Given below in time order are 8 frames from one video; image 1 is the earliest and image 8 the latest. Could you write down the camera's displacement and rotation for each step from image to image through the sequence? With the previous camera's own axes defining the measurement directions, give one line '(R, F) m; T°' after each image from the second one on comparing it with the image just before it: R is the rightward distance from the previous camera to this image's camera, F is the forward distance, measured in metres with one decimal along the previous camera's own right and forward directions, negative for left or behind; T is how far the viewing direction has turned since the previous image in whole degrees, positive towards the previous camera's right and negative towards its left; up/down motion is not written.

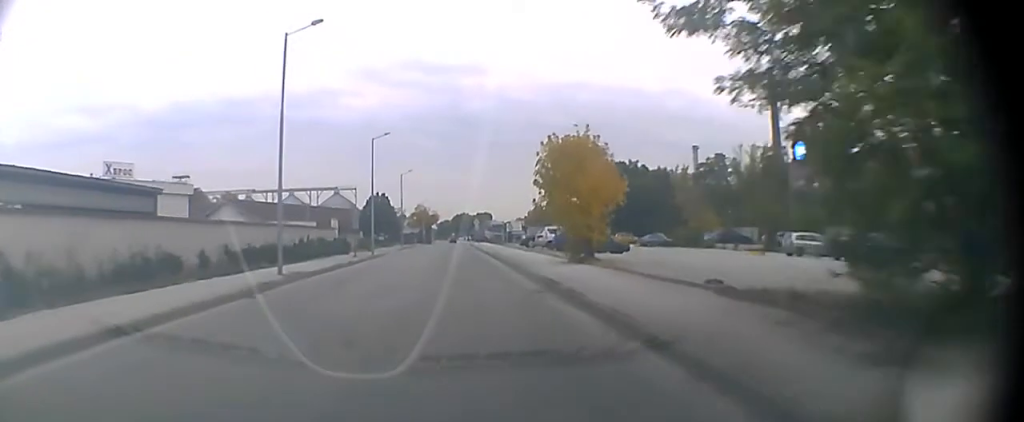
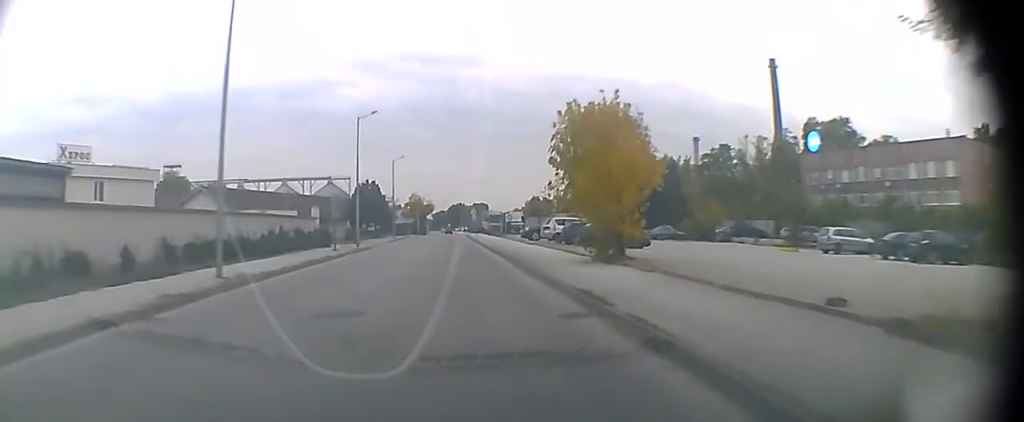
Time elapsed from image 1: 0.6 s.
(+0.1, +4.9) m; +1°
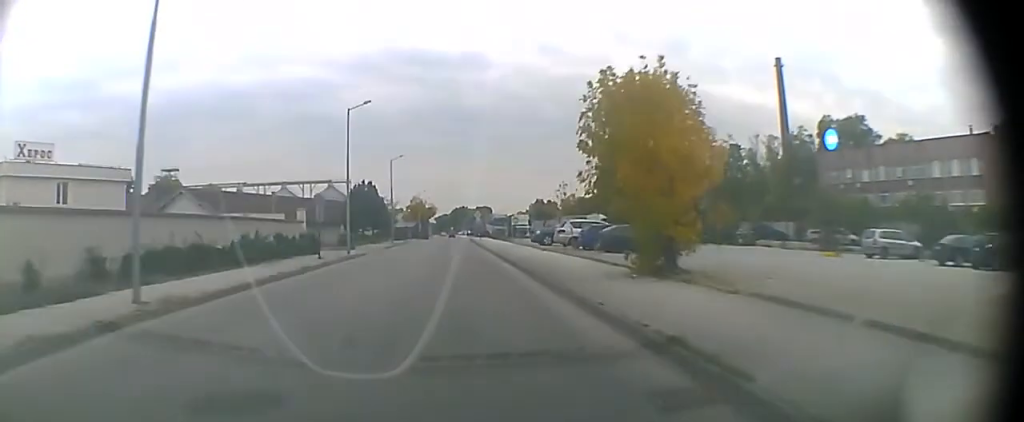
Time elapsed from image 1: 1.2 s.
(0.0, +5.1) m; 0°
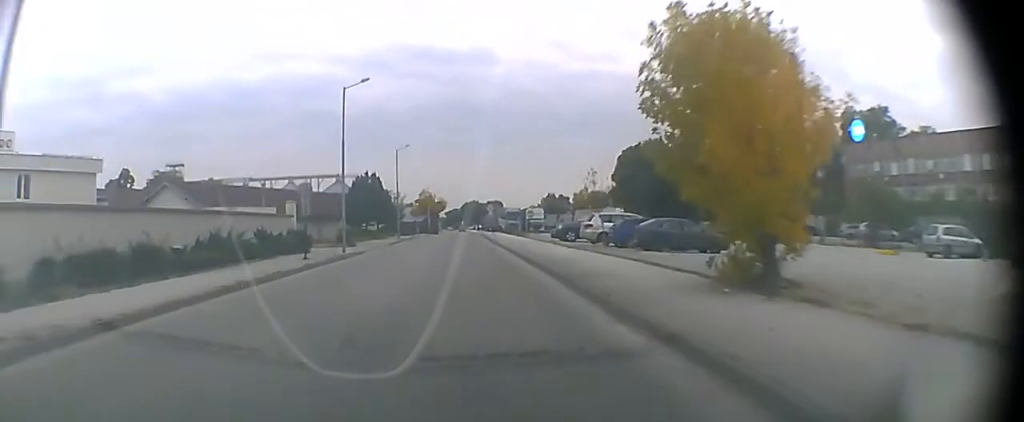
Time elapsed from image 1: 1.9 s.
(0.0, +5.9) m; 0°
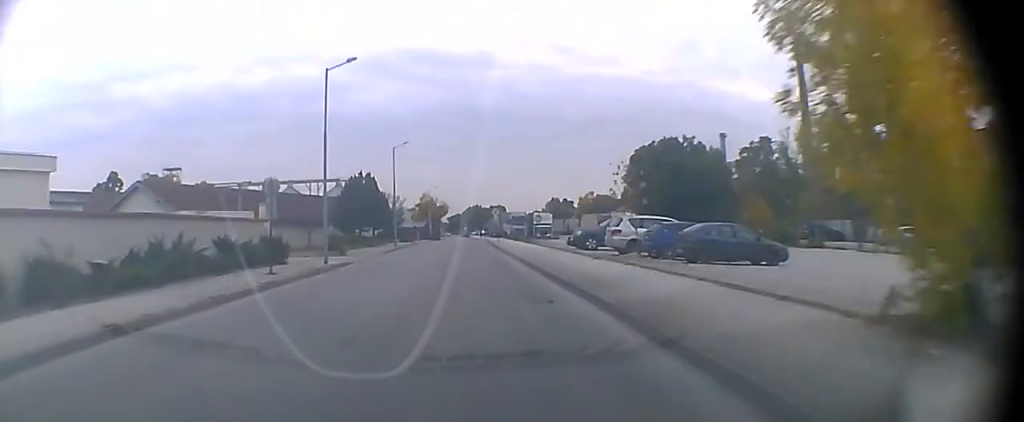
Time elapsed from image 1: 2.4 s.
(0.0, +5.0) m; 0°
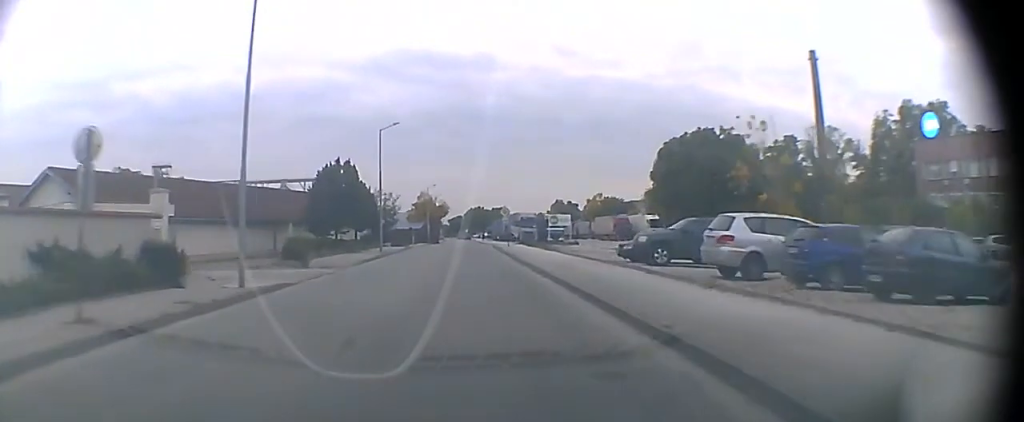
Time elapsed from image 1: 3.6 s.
(-0.1, +11.9) m; 0°
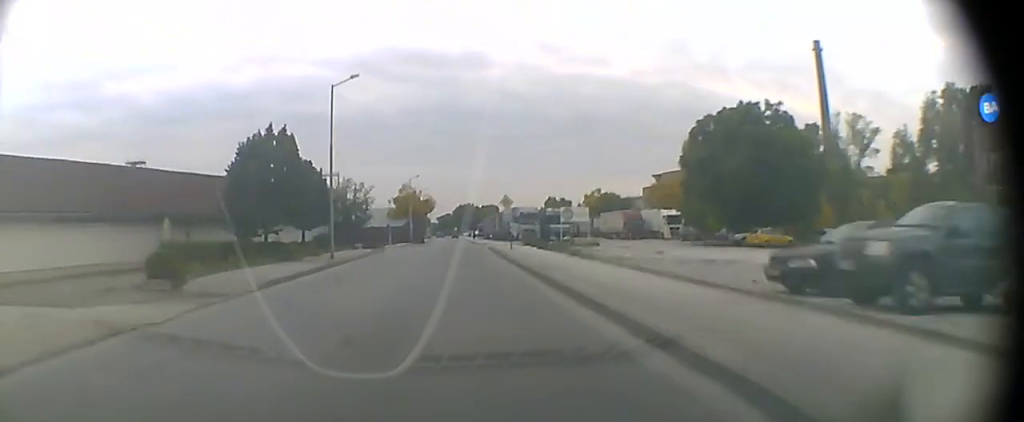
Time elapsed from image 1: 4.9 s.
(0.0, +14.6) m; 0°
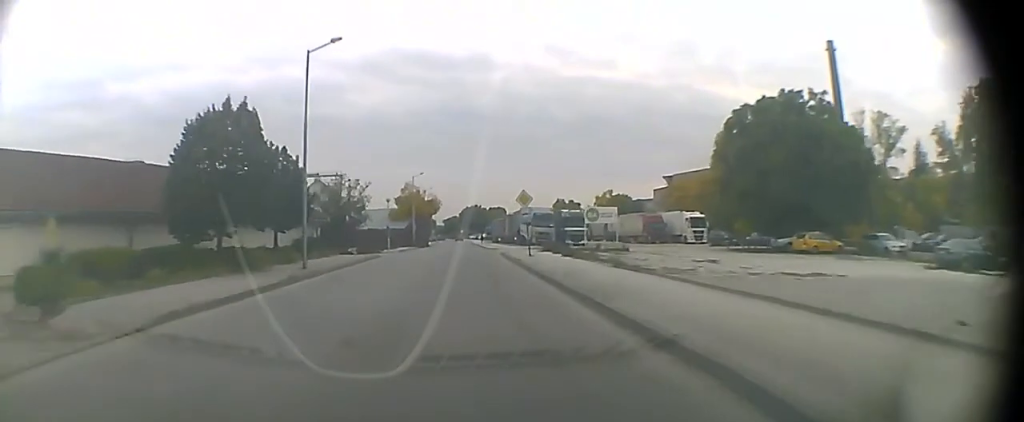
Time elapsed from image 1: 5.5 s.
(0.0, +7.2) m; 0°
